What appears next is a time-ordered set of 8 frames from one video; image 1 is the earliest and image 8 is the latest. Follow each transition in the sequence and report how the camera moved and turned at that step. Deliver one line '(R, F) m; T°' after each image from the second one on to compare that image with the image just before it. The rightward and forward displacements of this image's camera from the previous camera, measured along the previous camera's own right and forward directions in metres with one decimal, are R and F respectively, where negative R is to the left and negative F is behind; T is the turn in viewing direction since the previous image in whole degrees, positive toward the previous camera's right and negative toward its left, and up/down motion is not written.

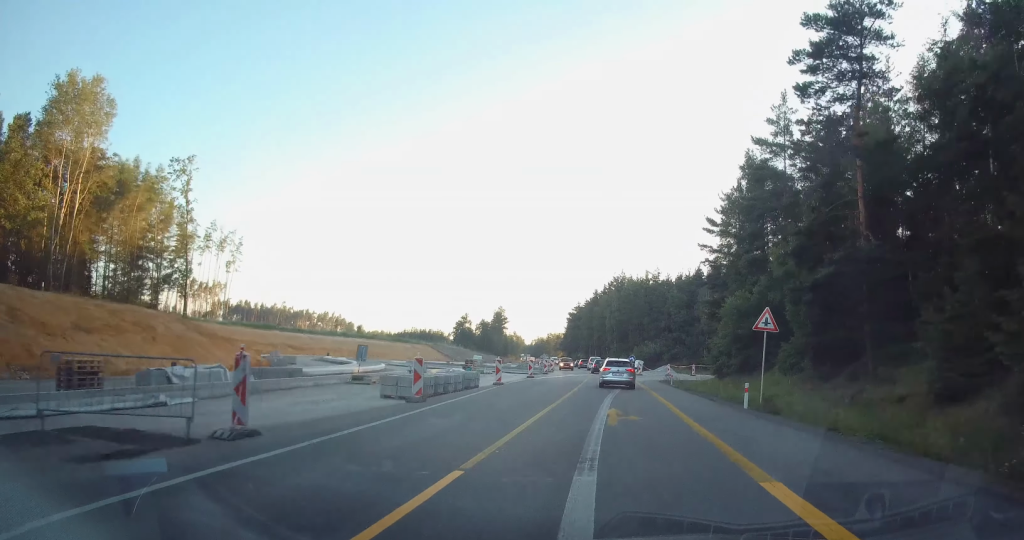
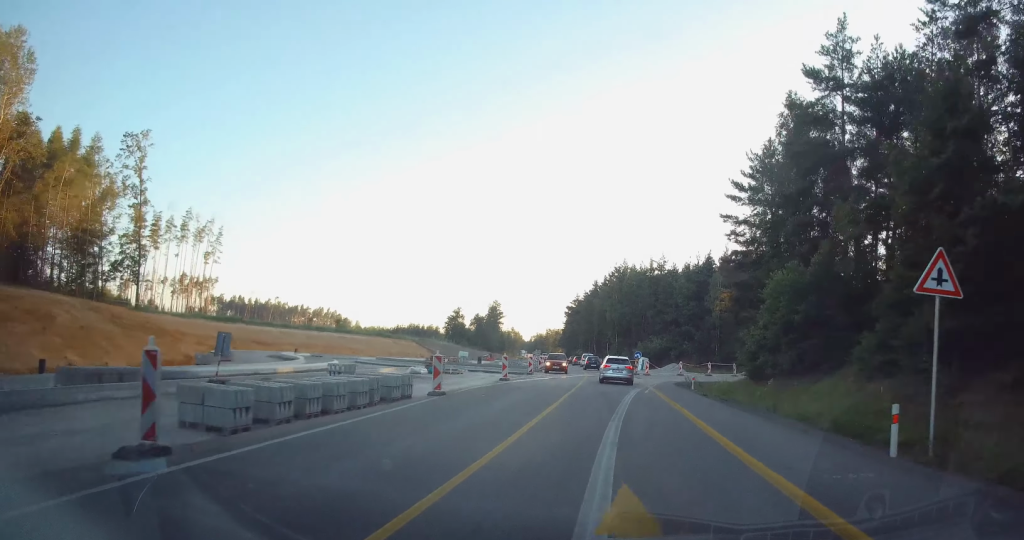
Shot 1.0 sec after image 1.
(+0.1, +10.9) m; 0°
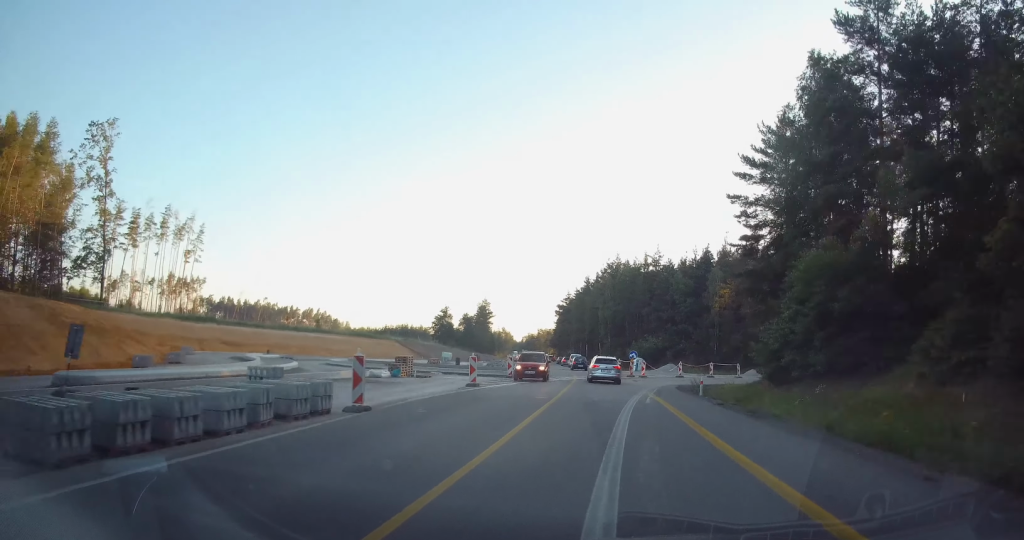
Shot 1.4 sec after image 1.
(0.0, +5.5) m; -1°
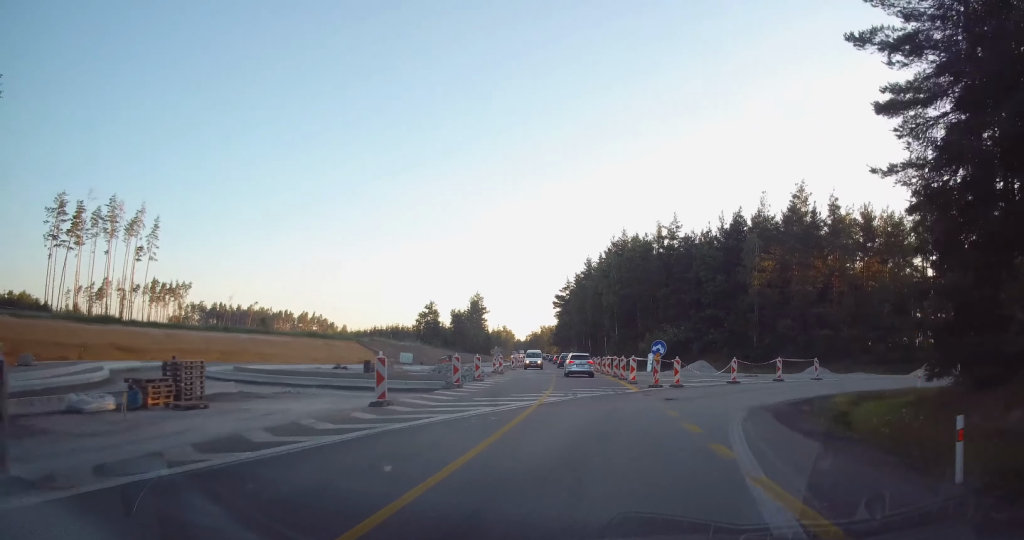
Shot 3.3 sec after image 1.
(-0.7, +21.8) m; -3°
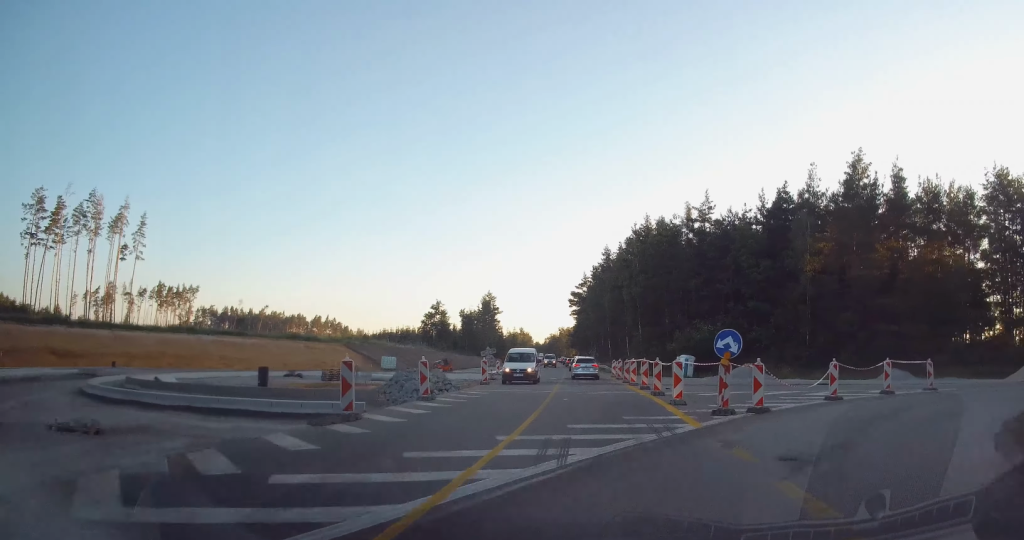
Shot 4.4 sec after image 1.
(0.0, +12.5) m; 0°
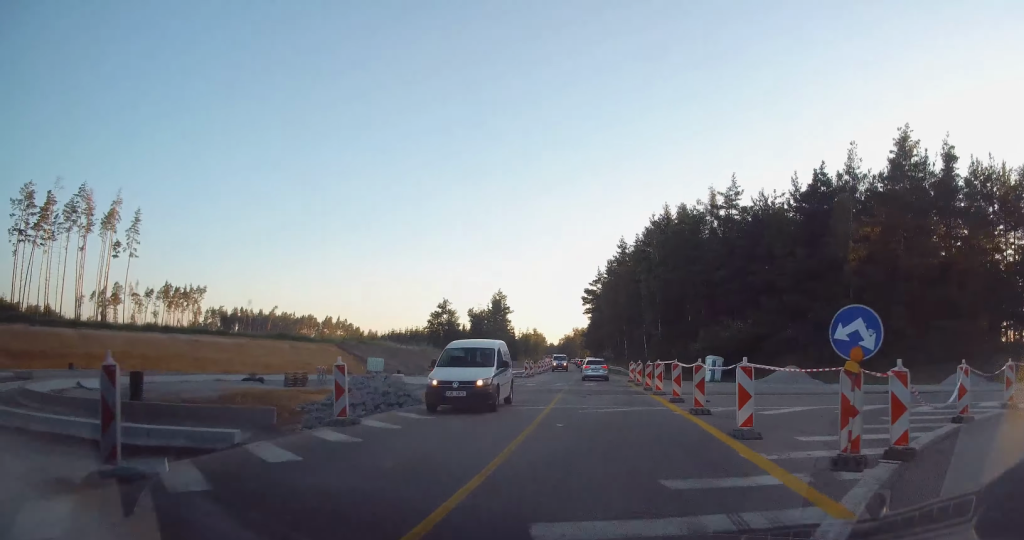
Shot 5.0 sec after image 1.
(0.0, +7.3) m; -1°
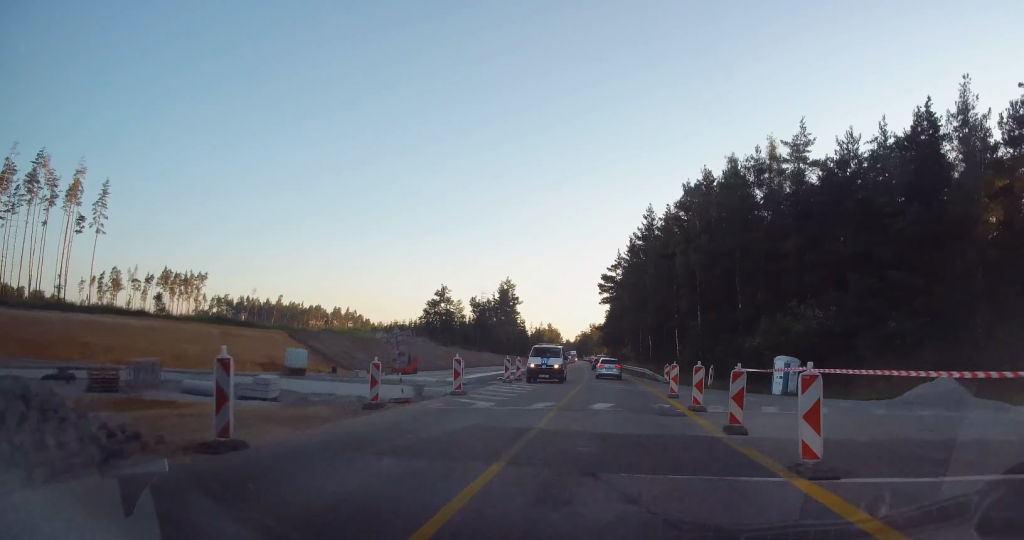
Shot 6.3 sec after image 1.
(-0.5, +16.9) m; -2°
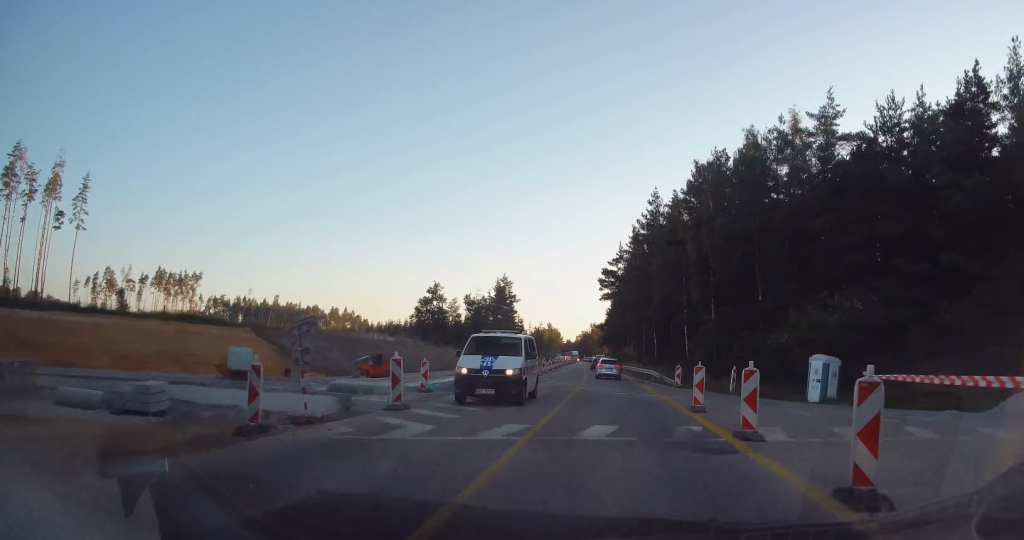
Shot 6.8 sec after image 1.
(0.0, +6.6) m; +1°
